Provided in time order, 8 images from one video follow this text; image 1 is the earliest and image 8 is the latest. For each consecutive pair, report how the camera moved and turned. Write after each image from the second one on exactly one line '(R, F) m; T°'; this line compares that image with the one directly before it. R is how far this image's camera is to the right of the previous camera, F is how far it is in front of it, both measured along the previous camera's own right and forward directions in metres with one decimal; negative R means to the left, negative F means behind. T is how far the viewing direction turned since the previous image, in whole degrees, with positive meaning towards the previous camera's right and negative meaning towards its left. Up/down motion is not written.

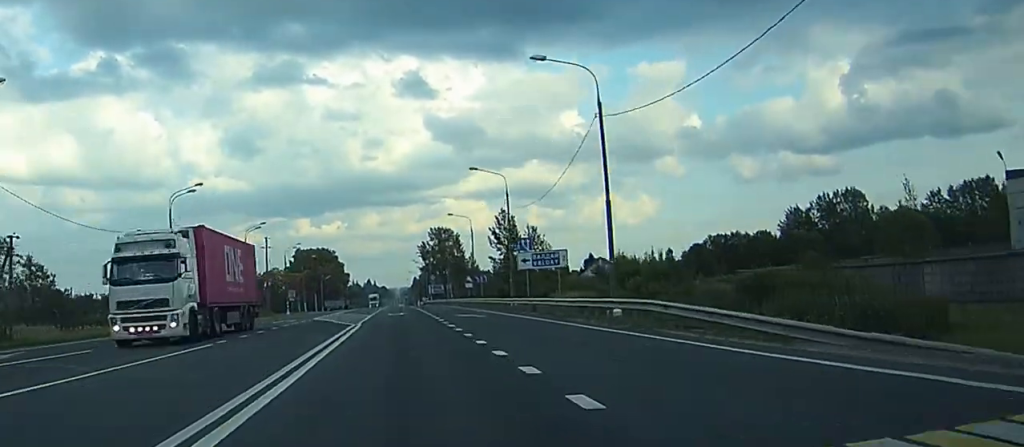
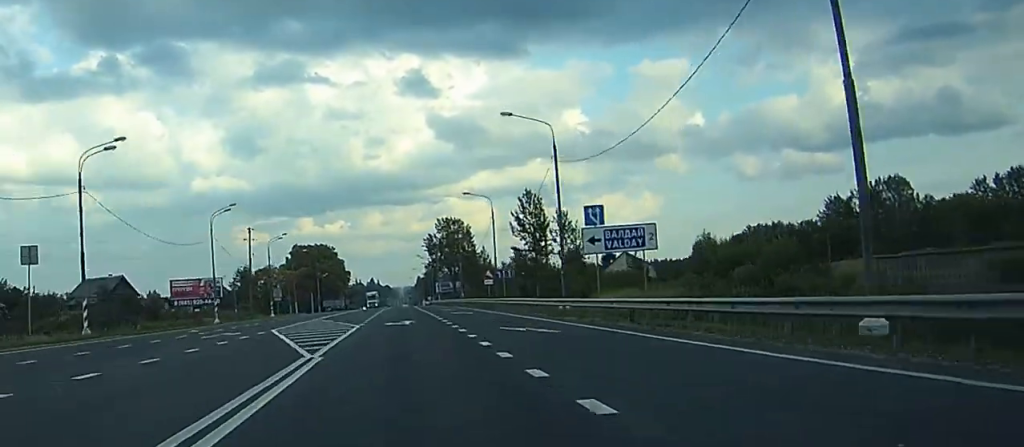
(0.0, +20.5) m; -1°
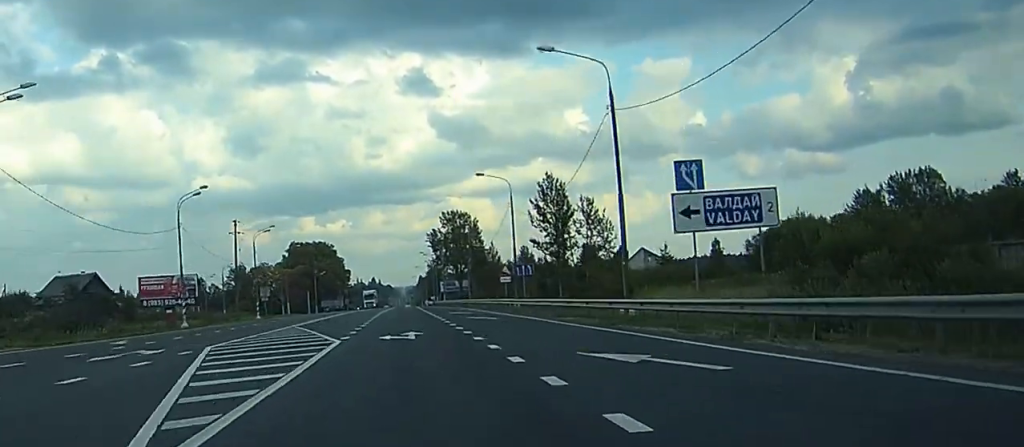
(-0.2, +13.0) m; 0°
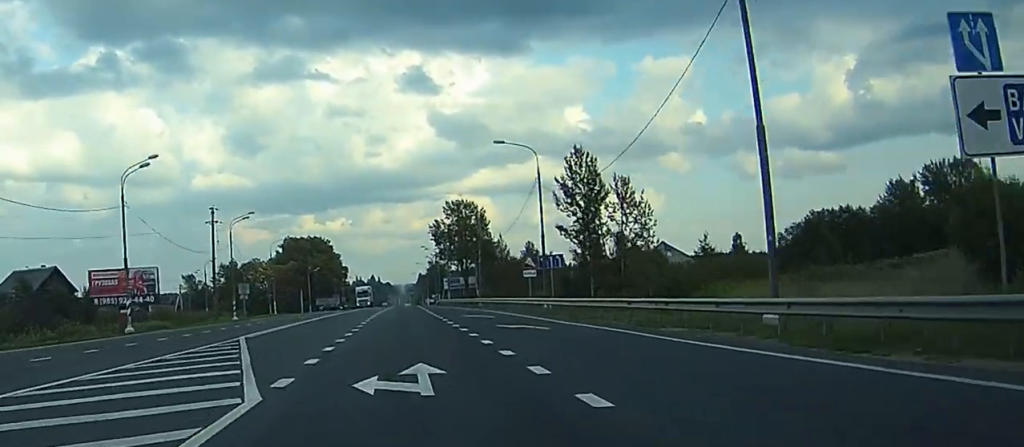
(-0.2, +14.3) m; 0°
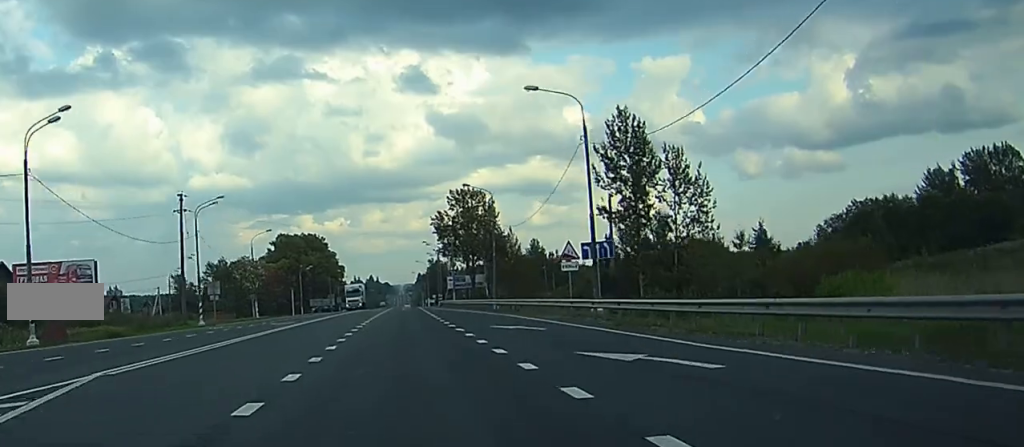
(+0.2, +14.8) m; +1°
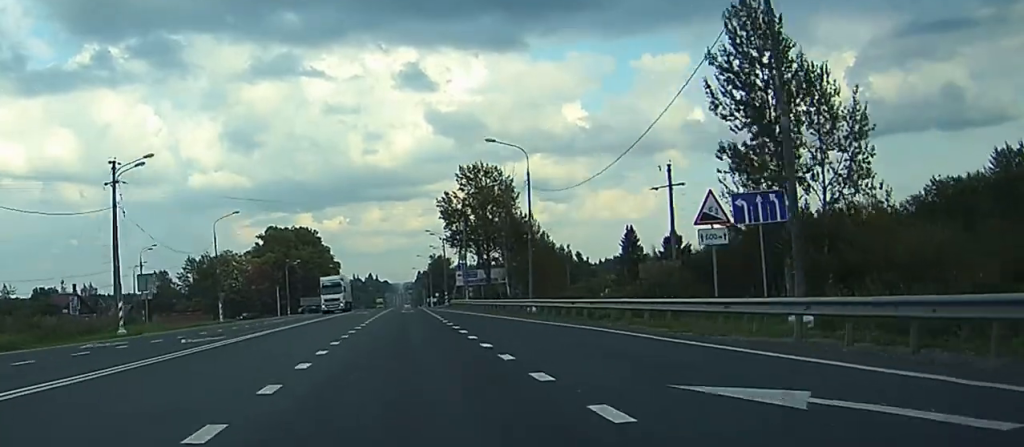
(+0.2, +21.8) m; +1°
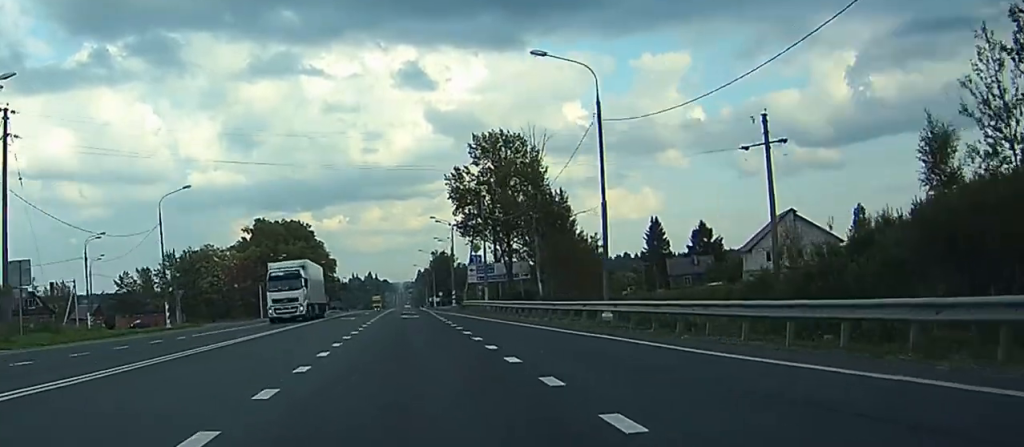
(0.0, +20.3) m; 0°
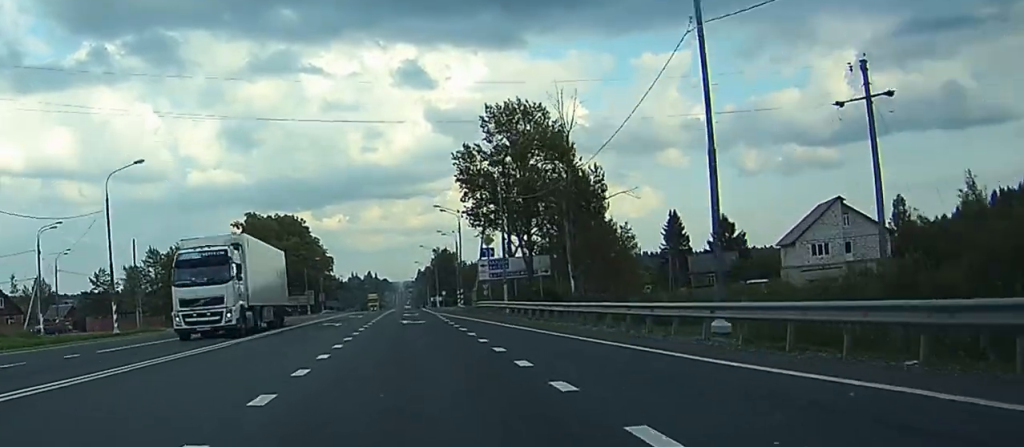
(0.0, +12.6) m; 0°
